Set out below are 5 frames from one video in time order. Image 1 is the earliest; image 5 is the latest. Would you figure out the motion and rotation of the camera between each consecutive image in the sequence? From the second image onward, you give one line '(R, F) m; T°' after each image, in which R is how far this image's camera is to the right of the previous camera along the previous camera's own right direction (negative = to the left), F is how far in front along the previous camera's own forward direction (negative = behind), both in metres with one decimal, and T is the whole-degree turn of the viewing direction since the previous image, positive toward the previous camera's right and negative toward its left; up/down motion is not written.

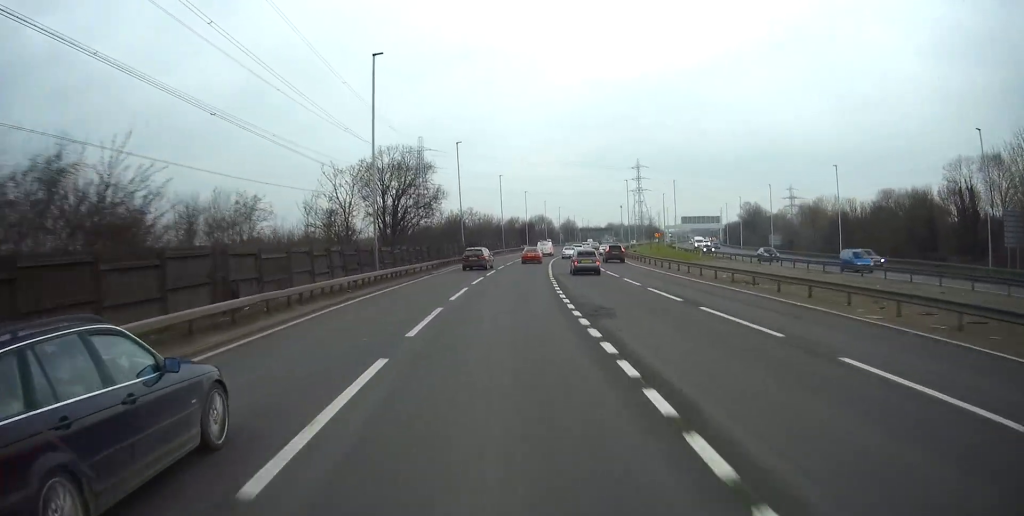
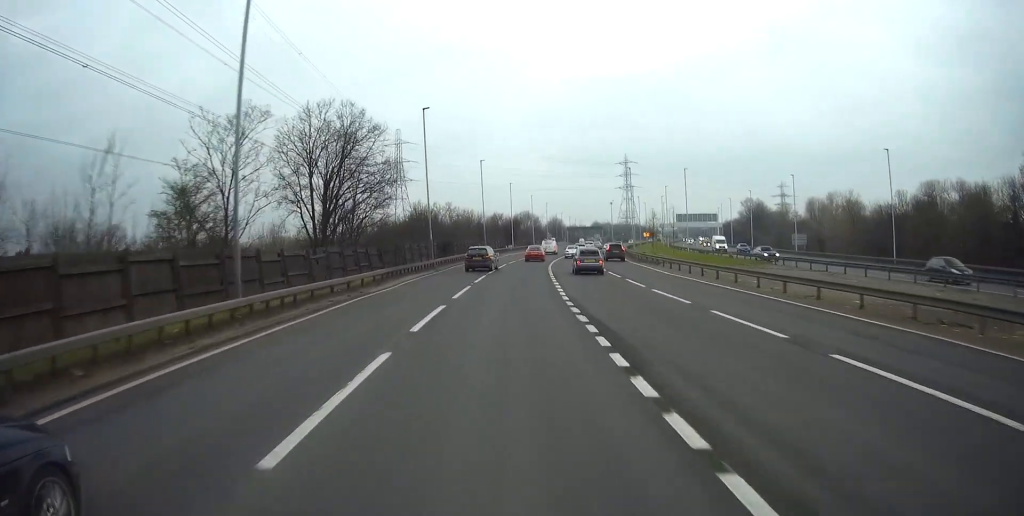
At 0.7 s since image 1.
(+0.3, +17.0) m; +1°
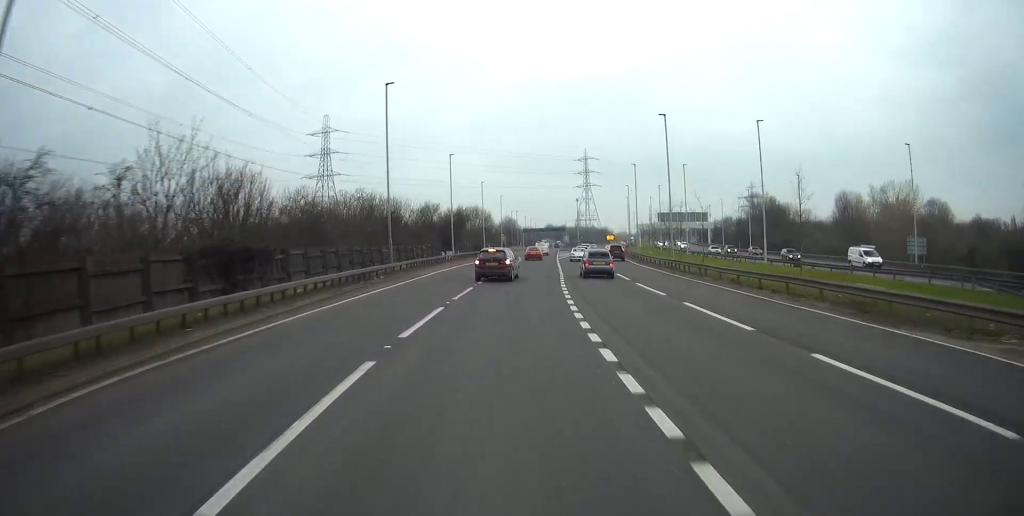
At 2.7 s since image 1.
(+1.6, +45.7) m; +4°
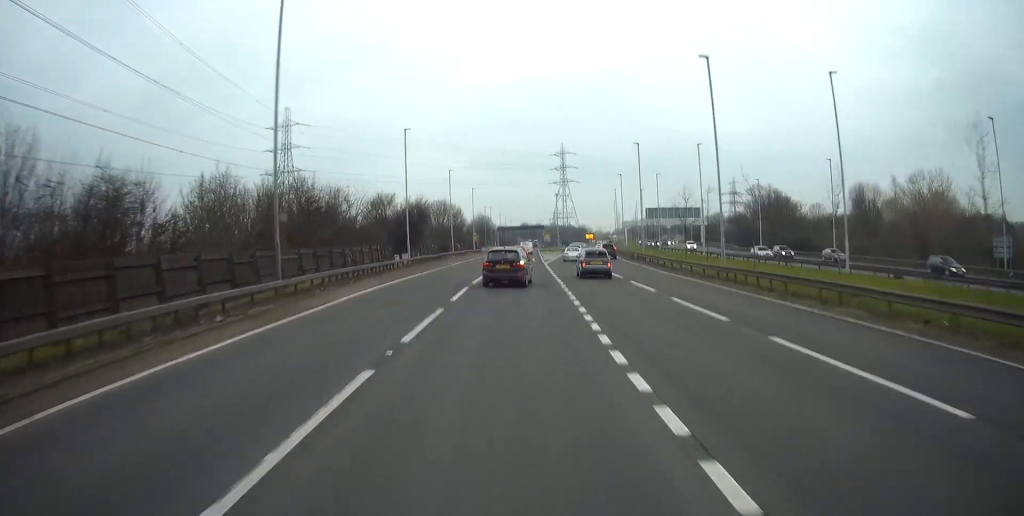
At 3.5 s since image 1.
(+0.3, +18.7) m; +2°
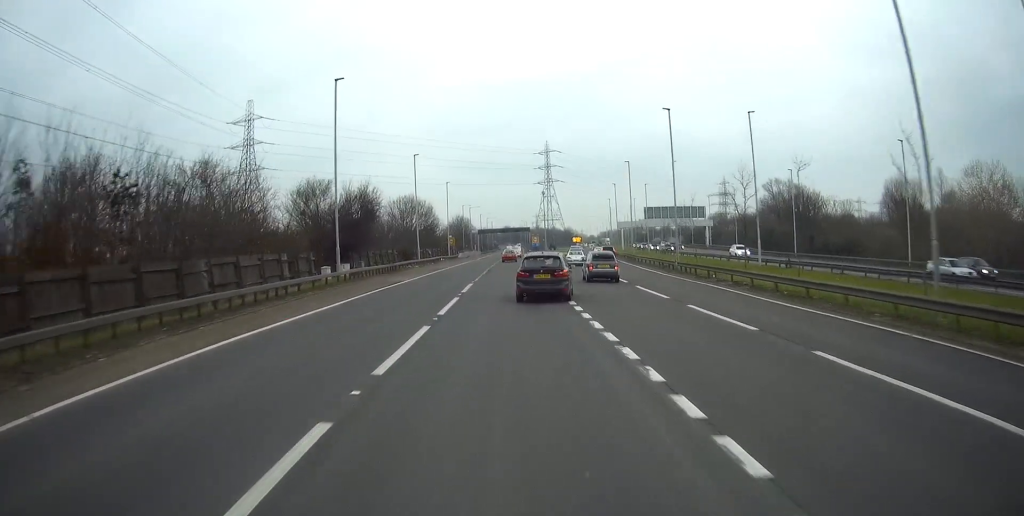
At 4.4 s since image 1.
(+0.3, +21.7) m; +1°
